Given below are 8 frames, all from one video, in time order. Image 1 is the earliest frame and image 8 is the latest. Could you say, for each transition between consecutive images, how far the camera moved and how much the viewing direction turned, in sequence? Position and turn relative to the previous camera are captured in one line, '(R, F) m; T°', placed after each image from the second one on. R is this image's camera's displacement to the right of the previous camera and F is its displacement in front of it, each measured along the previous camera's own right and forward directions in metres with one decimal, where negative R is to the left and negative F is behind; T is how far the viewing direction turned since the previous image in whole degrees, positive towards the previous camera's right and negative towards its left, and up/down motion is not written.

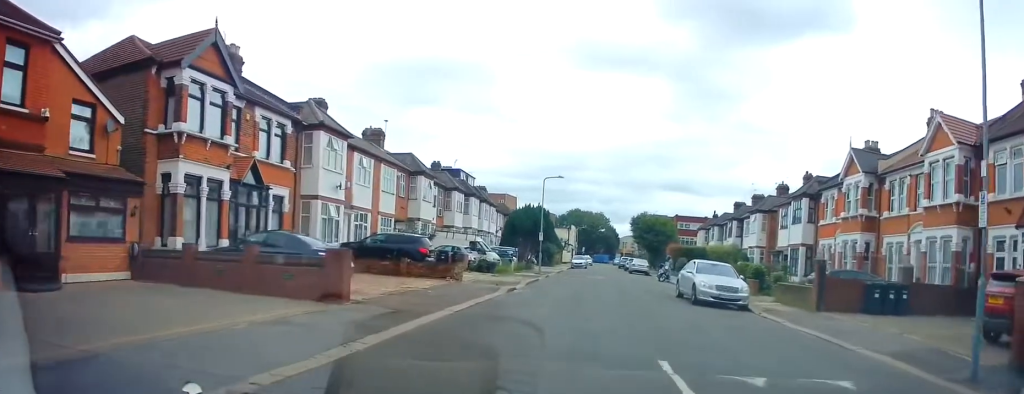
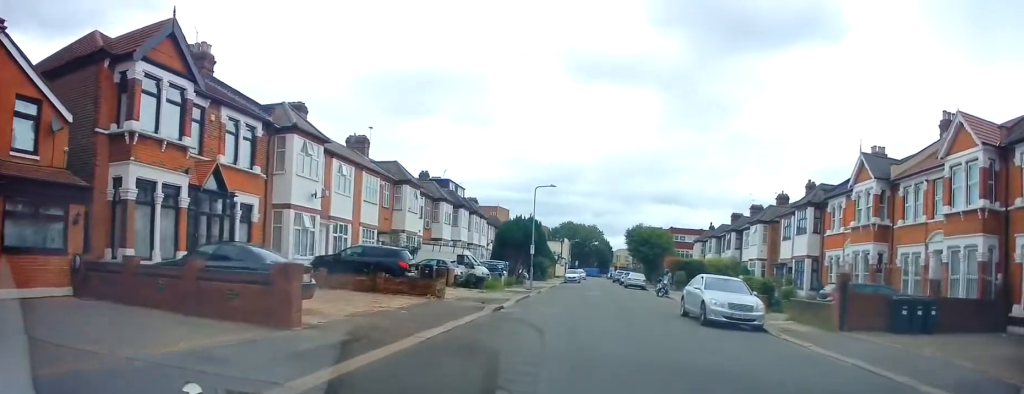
(-0.1, +2.1) m; +3°
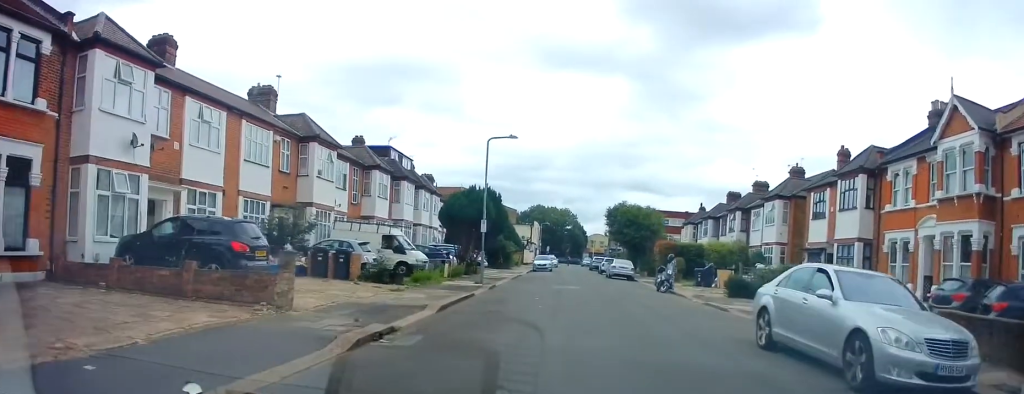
(+0.4, +10.4) m; +4°
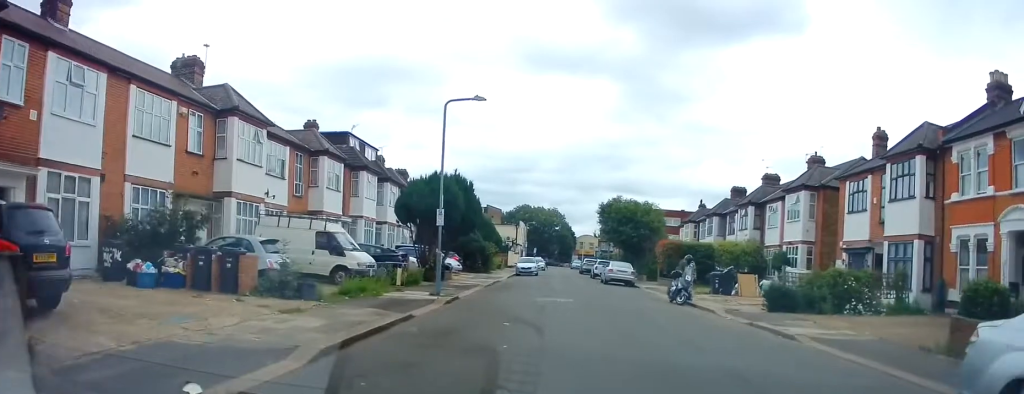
(+0.2, +6.5) m; -1°
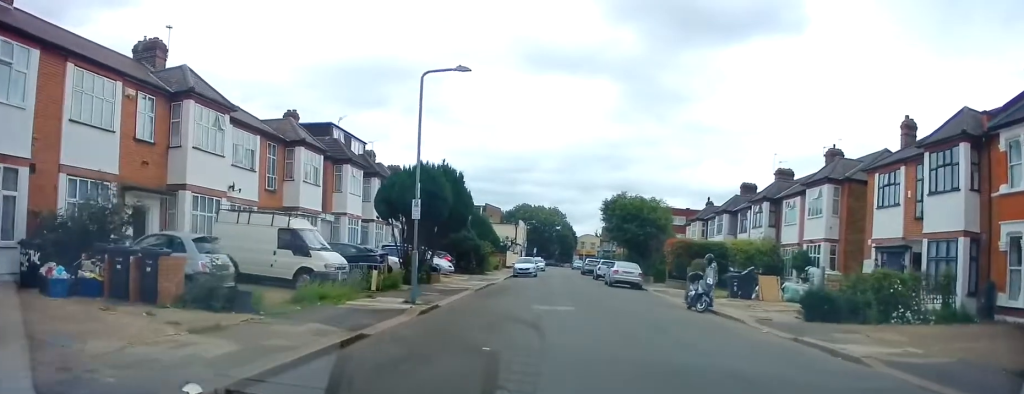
(-0.2, +2.9) m; -2°
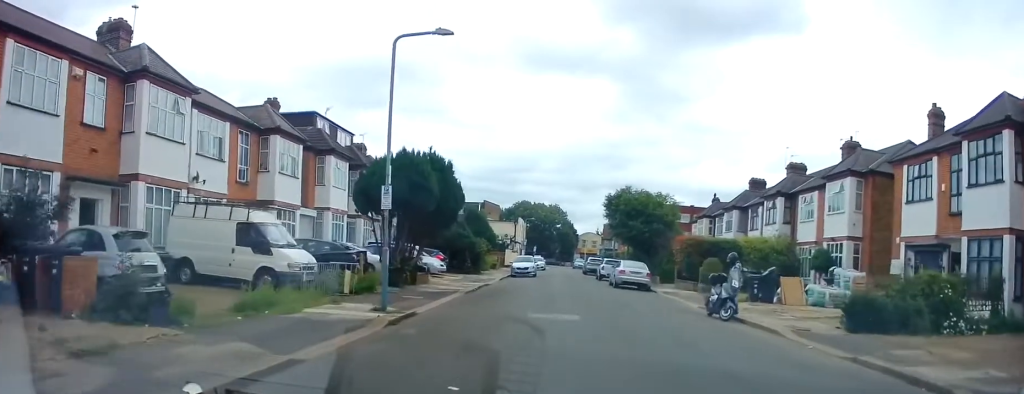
(0.0, +2.6) m; 0°
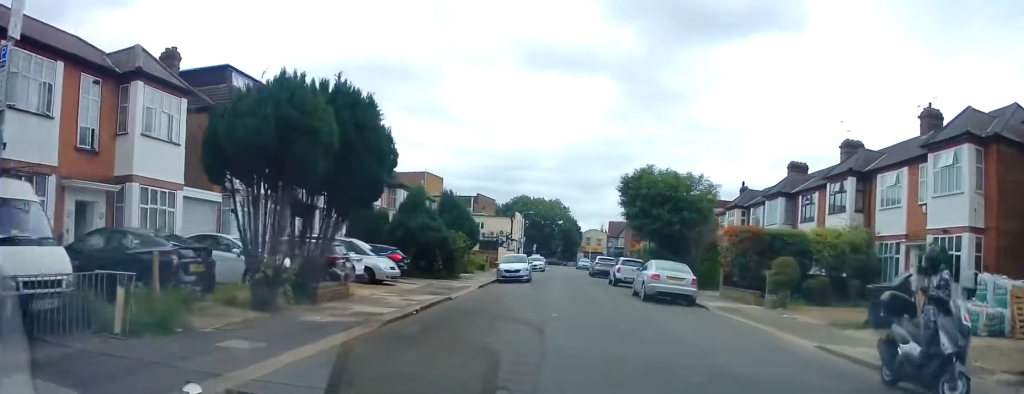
(0.0, +9.7) m; +5°
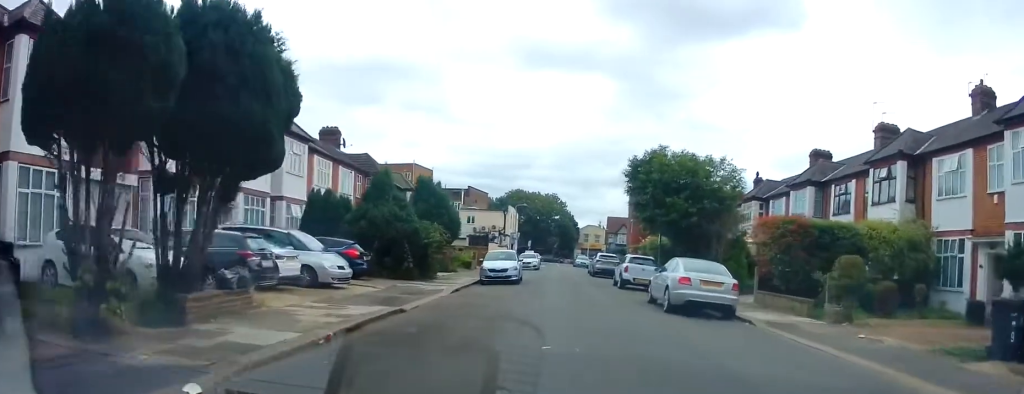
(+0.4, +5.1) m; 0°
